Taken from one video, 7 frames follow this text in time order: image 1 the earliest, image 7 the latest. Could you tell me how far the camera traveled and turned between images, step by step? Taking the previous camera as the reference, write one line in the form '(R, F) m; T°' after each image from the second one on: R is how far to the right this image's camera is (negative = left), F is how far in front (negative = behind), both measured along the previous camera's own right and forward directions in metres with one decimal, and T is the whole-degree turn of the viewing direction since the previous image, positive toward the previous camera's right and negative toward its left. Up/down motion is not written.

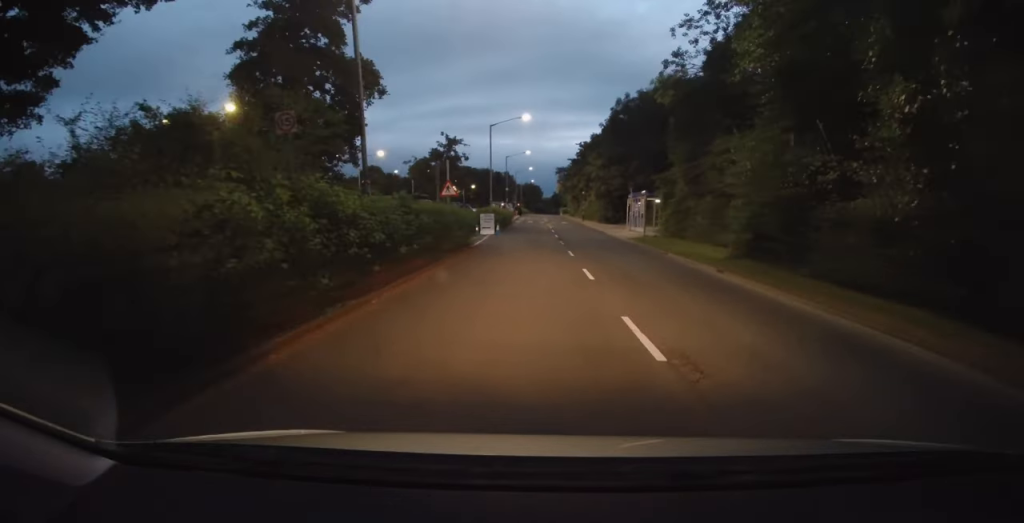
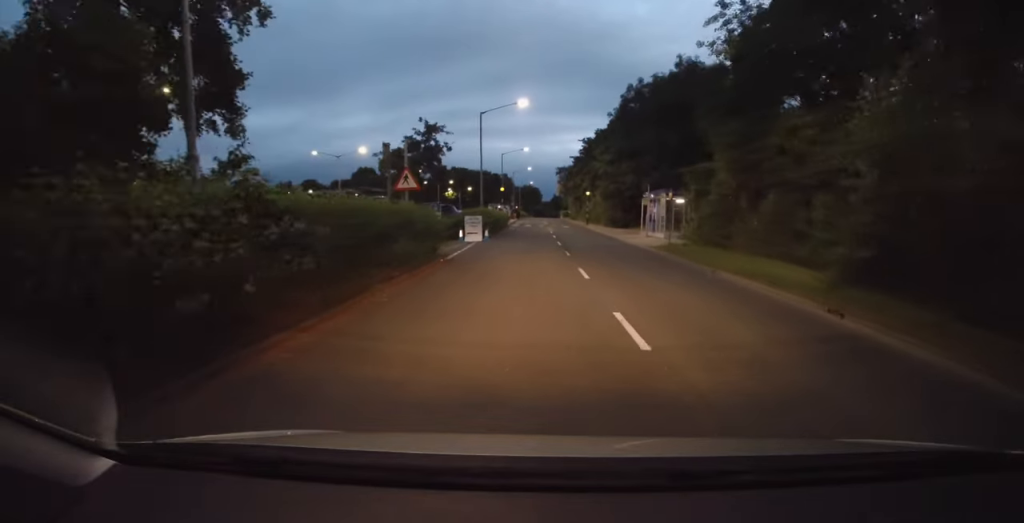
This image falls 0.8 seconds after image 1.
(-0.1, +6.4) m; -1°
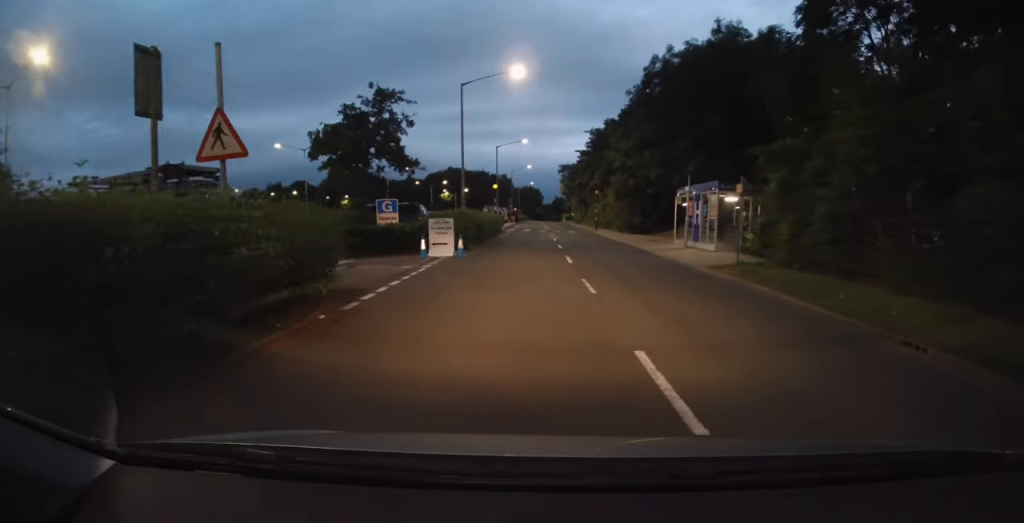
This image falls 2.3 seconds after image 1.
(+0.1, +8.7) m; 0°
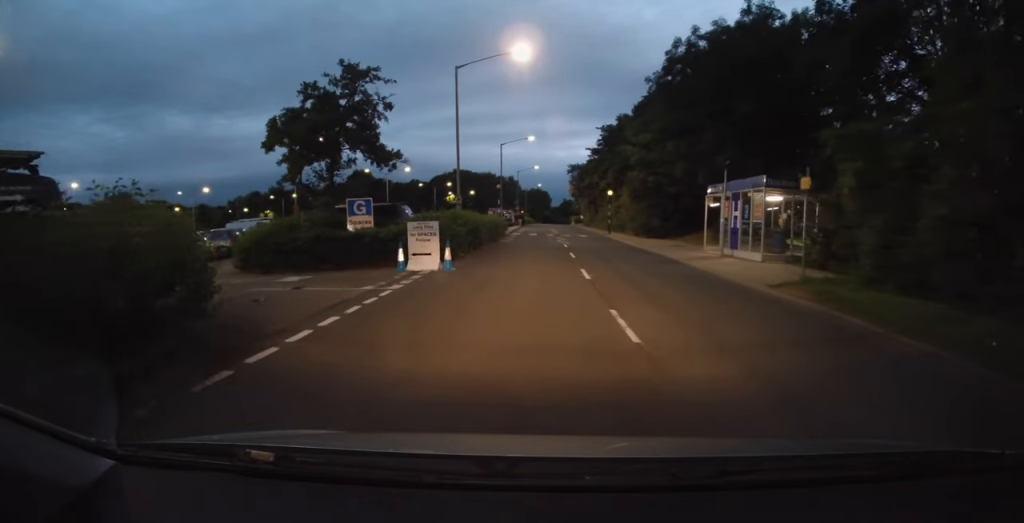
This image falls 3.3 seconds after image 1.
(-0.1, +3.7) m; 0°
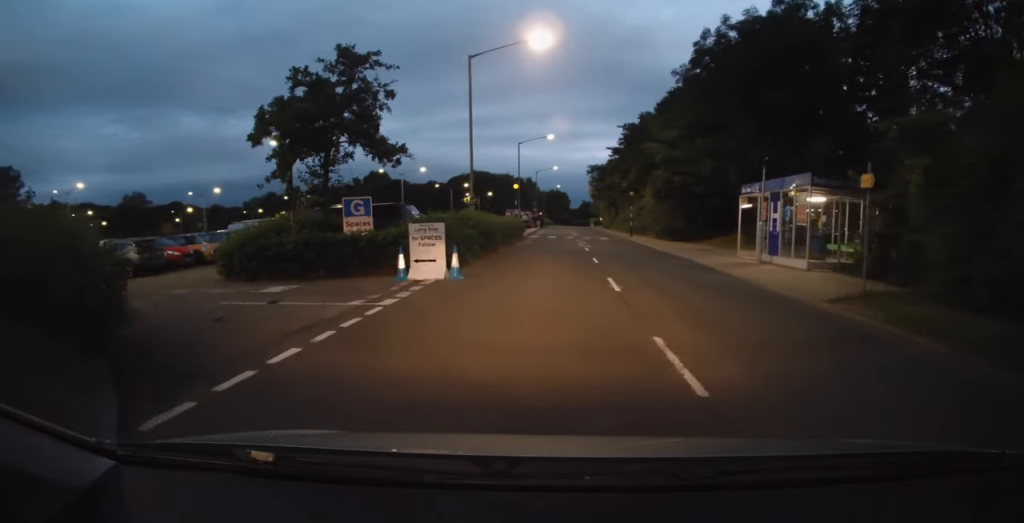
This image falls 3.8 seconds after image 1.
(0.0, +1.8) m; -1°
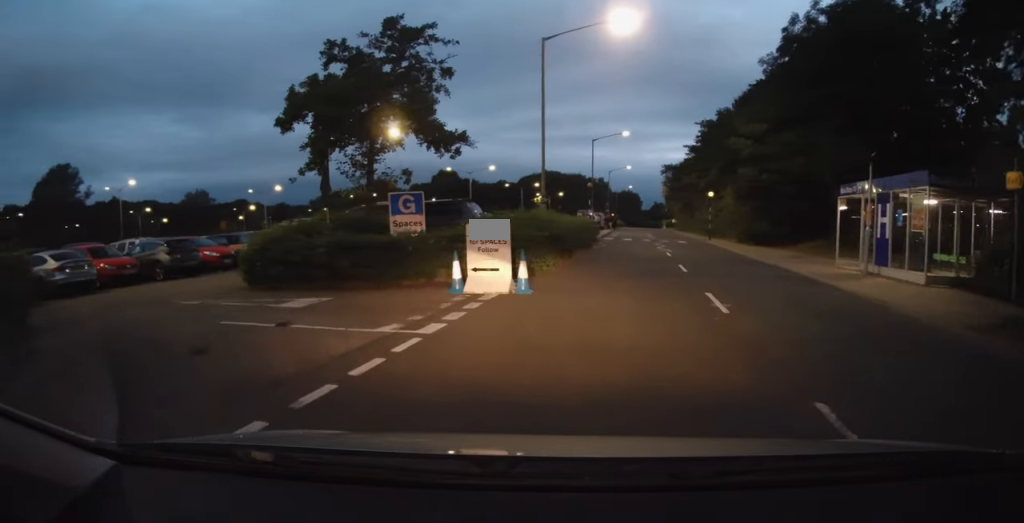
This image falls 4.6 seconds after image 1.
(+0.1, +2.1) m; -6°
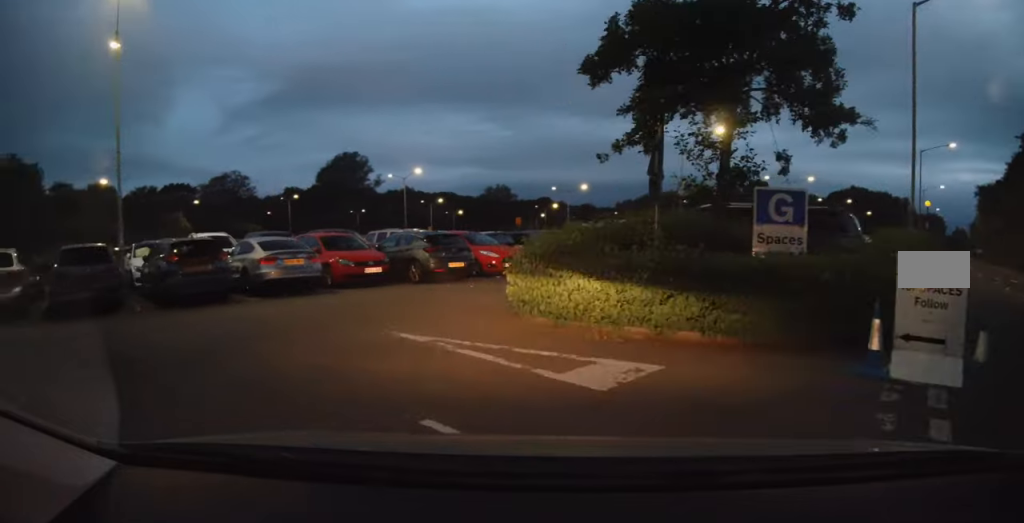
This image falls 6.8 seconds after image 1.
(-1.8, +4.1) m; -39°
